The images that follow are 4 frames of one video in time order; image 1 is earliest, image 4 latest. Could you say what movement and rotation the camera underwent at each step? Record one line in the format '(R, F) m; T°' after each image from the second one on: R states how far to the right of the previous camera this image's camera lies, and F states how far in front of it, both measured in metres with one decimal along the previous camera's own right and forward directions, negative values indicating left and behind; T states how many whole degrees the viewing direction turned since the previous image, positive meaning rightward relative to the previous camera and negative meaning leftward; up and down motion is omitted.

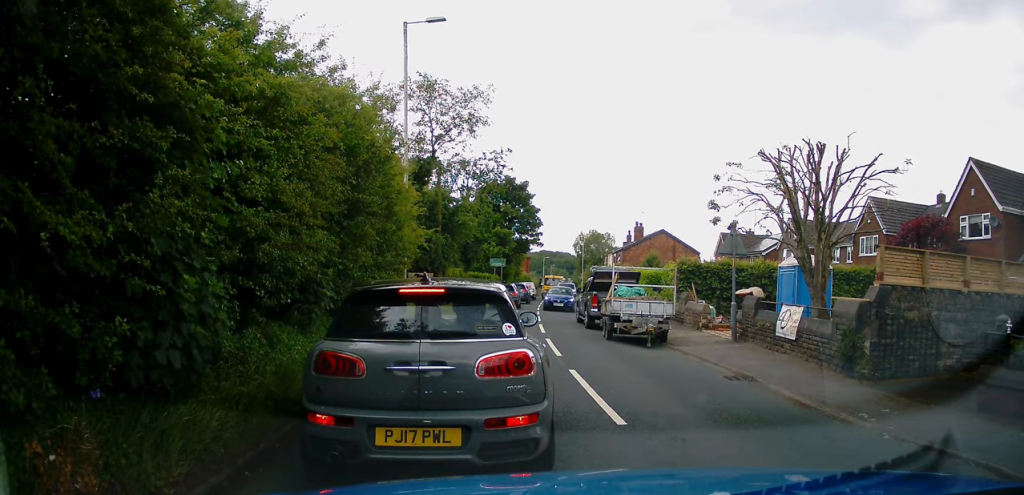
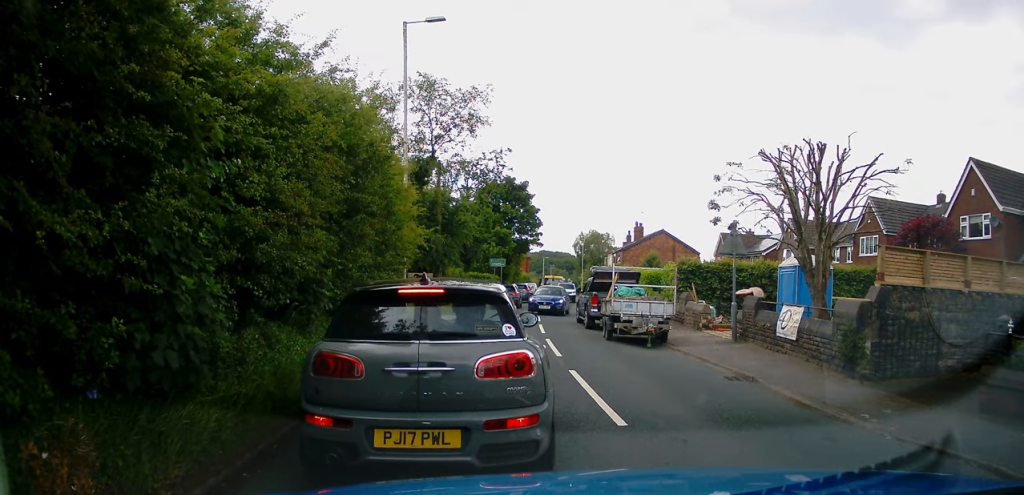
(0.0, 0.0) m; 0°
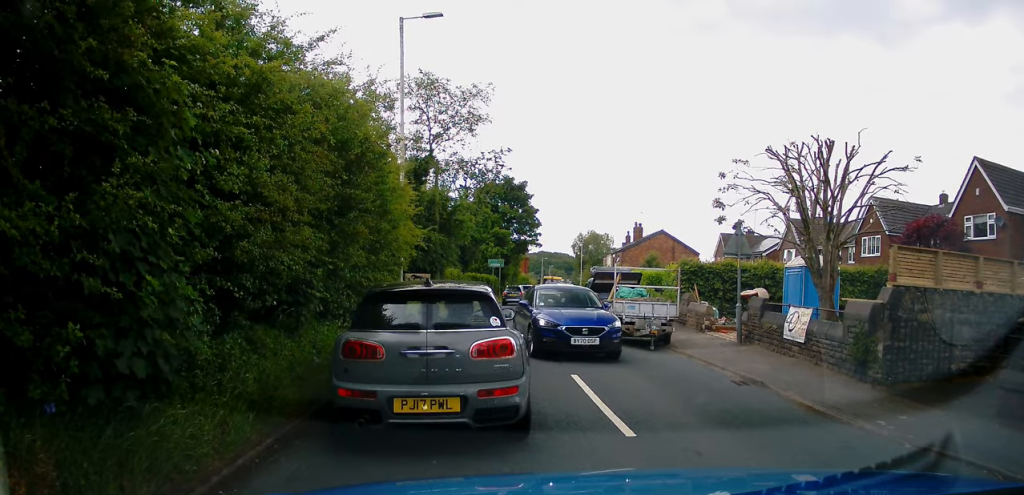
(0.0, 0.0) m; 0°
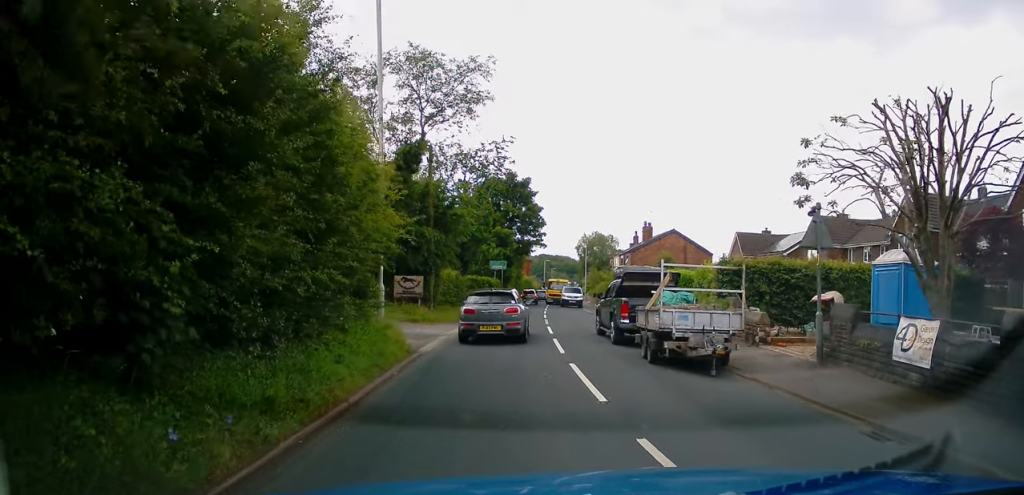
(0.0, +3.3) m; -1°
